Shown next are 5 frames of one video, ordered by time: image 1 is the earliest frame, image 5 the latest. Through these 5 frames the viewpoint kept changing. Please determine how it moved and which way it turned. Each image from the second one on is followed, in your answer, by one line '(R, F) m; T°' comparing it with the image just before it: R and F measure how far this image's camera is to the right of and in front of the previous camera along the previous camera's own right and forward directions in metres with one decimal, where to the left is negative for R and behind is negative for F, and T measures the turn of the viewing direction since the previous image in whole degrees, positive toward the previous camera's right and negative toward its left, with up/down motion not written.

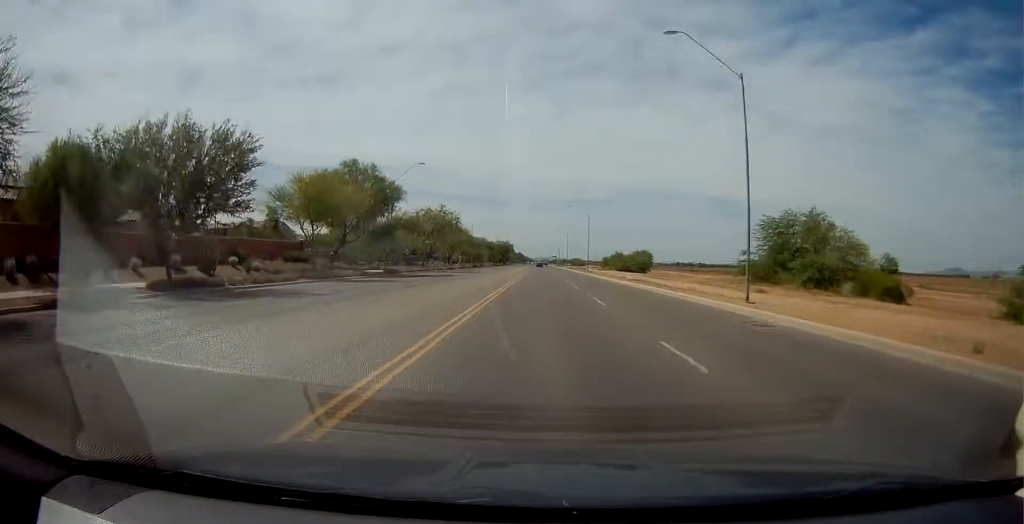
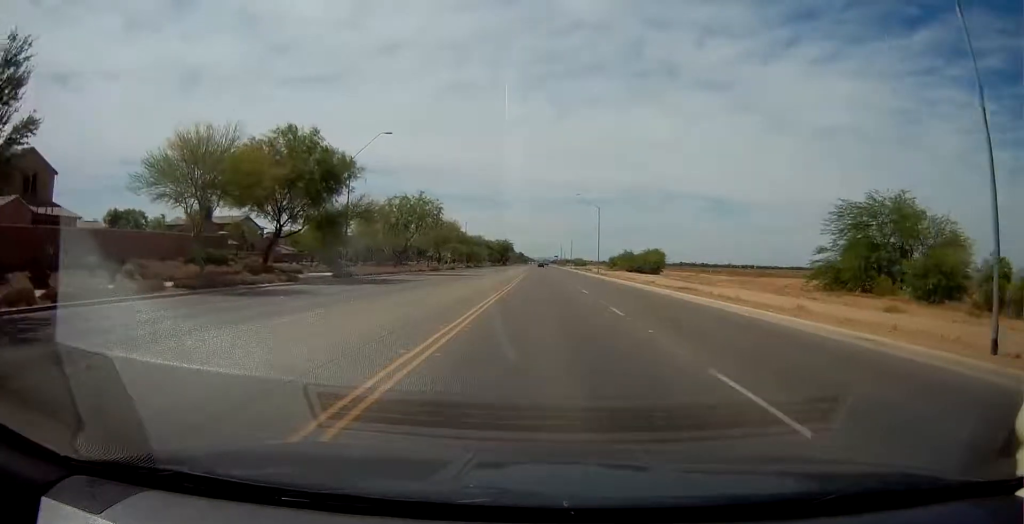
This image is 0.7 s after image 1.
(0.0, +15.1) m; 0°
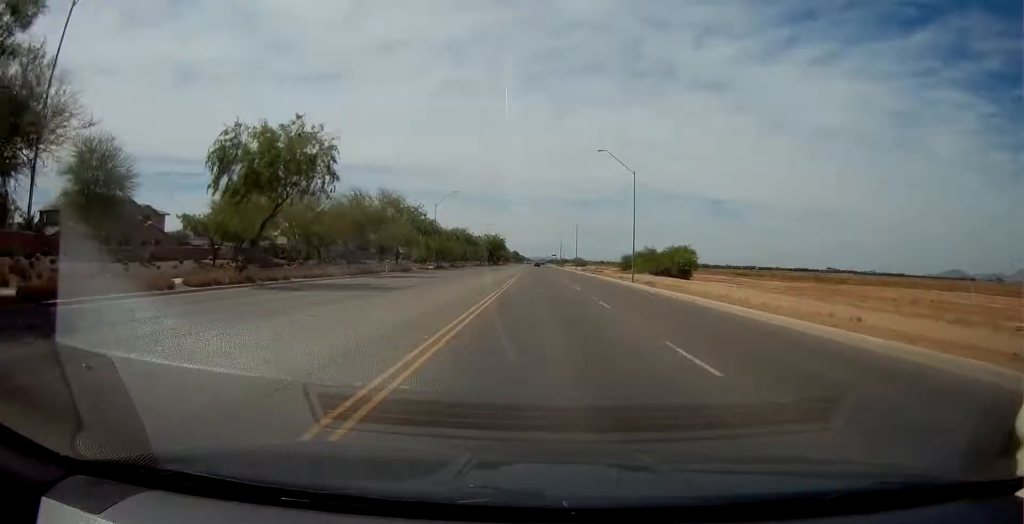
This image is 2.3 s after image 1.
(0.0, +33.5) m; 0°
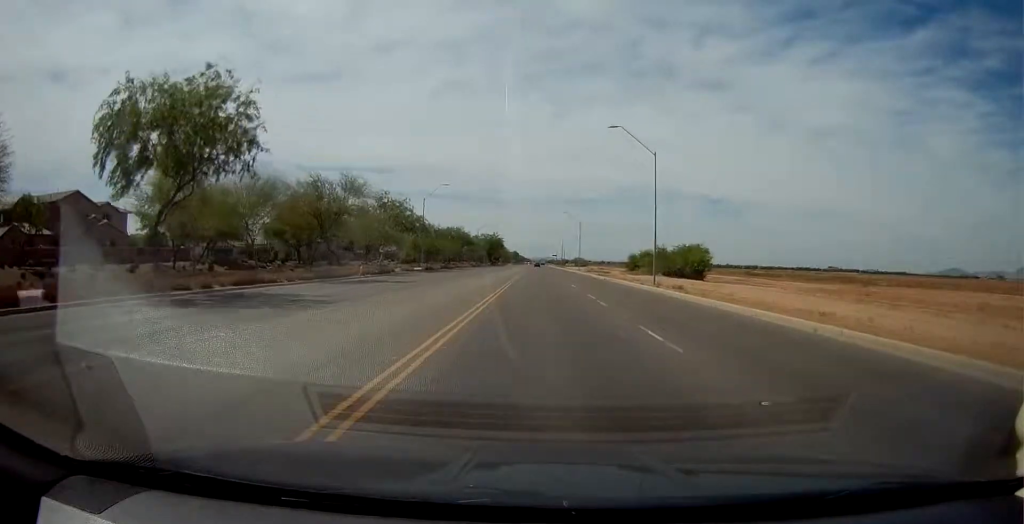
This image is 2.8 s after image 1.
(0.0, +9.4) m; 0°
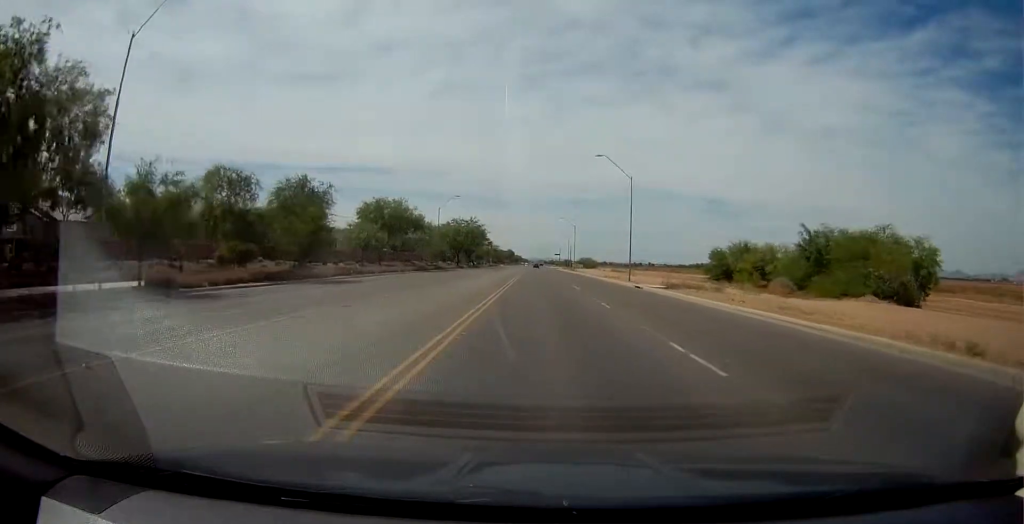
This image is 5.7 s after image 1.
(0.0, +62.7) m; 0°
